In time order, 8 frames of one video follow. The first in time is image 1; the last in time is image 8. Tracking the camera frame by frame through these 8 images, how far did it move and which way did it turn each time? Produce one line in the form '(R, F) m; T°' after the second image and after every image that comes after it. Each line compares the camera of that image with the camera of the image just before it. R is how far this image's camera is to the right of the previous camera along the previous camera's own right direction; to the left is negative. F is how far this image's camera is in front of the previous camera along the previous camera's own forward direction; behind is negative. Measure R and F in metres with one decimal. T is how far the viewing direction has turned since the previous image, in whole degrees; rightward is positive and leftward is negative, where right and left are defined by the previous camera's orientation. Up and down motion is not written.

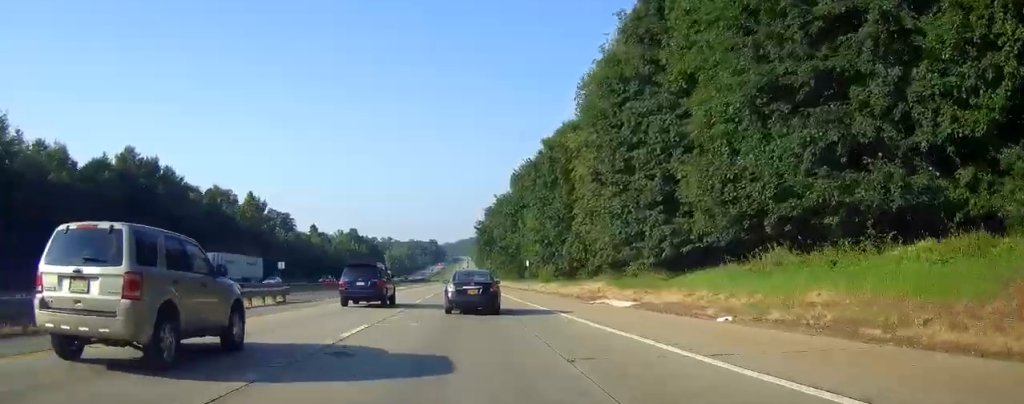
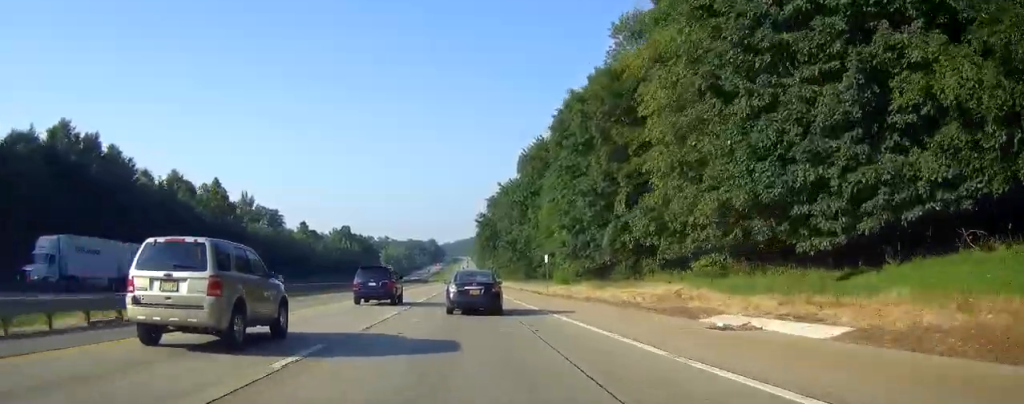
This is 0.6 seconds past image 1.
(0.0, +18.0) m; 0°
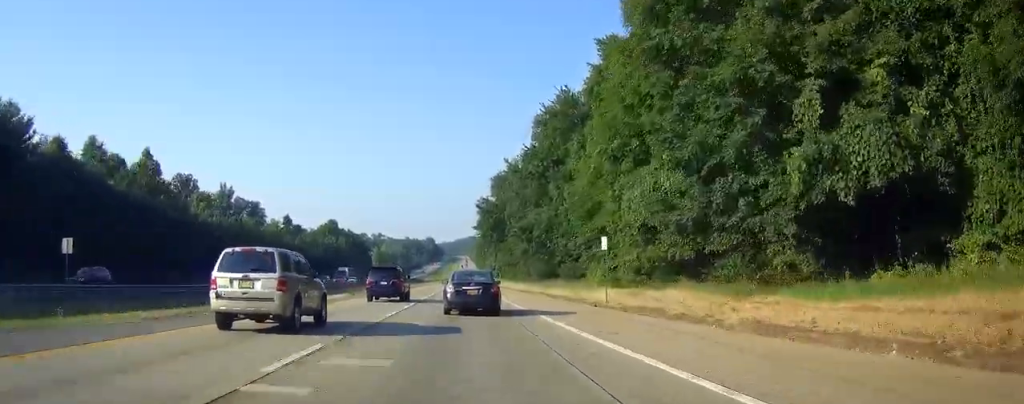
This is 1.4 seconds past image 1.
(0.0, +25.1) m; 0°
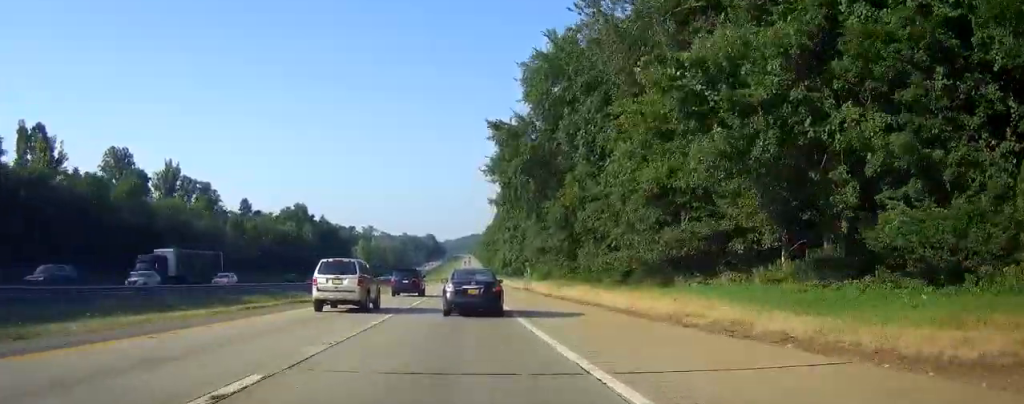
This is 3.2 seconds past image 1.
(+0.2, +53.7) m; 0°
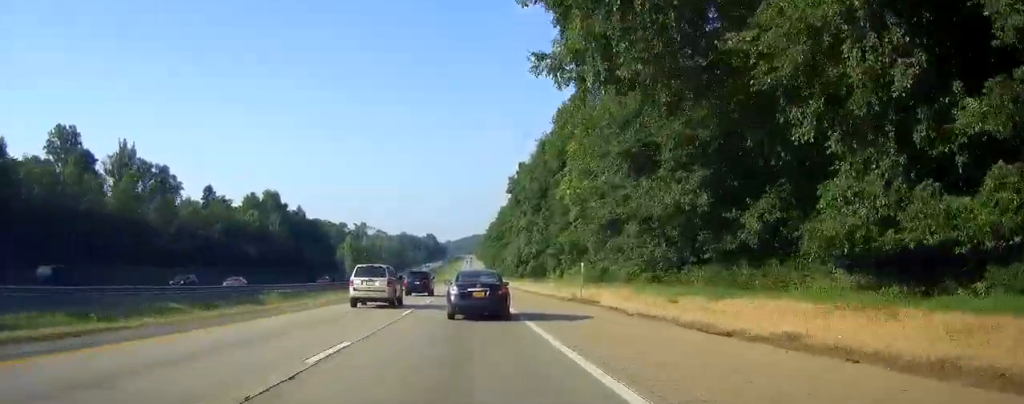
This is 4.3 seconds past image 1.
(-0.1, +32.5) m; 0°
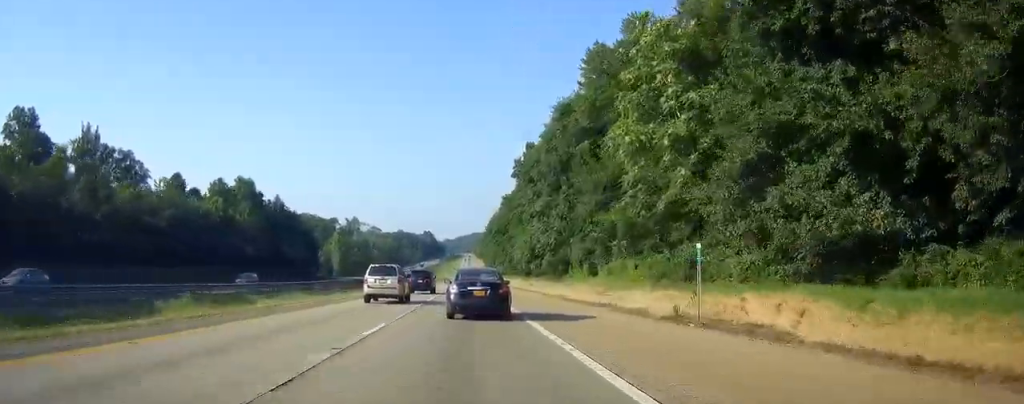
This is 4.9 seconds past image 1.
(0.0, +20.3) m; 0°
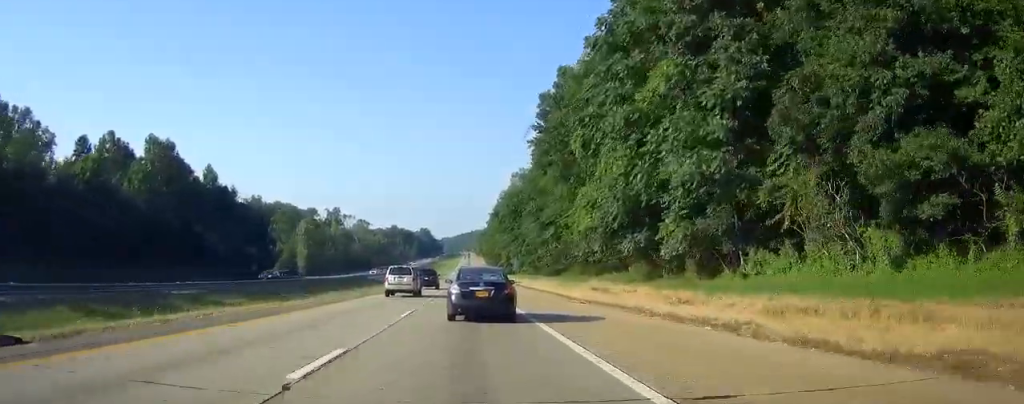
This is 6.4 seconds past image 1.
(0.0, +44.7) m; 0°
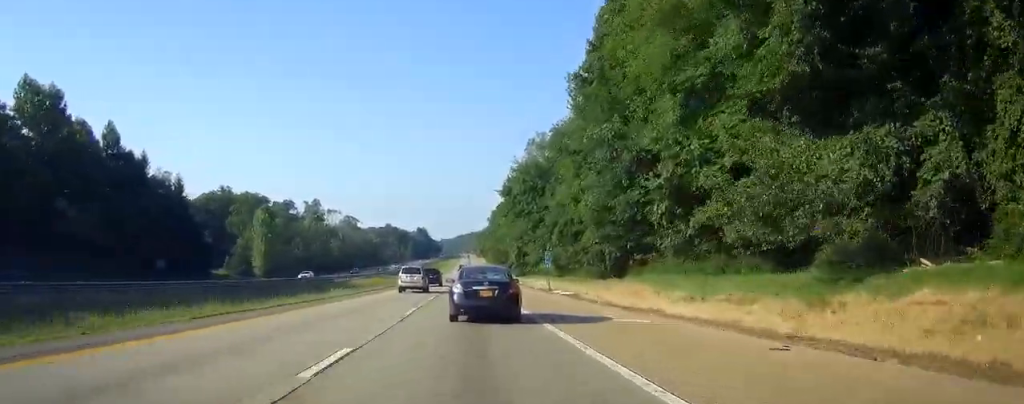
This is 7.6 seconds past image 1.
(0.0, +37.4) m; 0°
